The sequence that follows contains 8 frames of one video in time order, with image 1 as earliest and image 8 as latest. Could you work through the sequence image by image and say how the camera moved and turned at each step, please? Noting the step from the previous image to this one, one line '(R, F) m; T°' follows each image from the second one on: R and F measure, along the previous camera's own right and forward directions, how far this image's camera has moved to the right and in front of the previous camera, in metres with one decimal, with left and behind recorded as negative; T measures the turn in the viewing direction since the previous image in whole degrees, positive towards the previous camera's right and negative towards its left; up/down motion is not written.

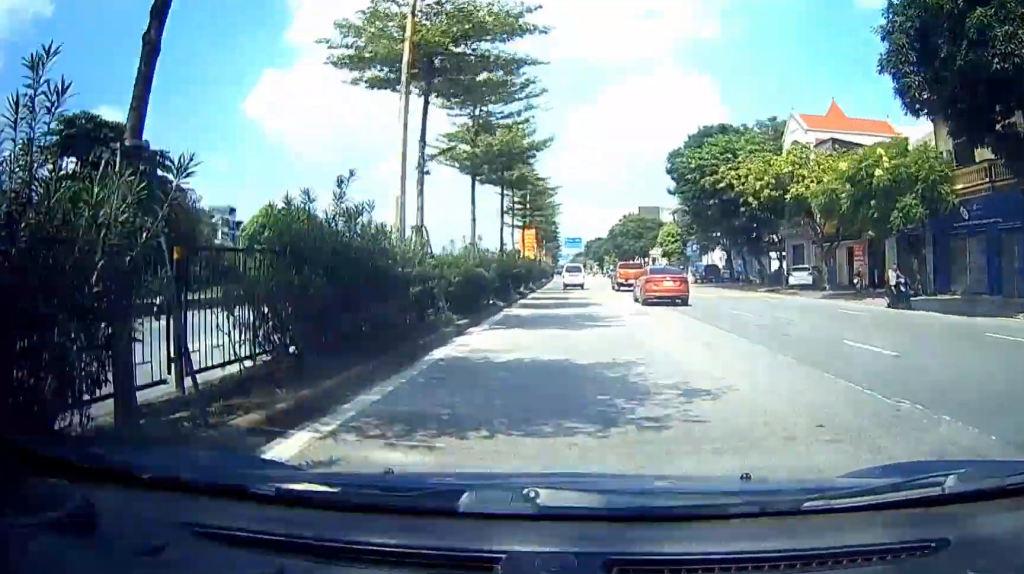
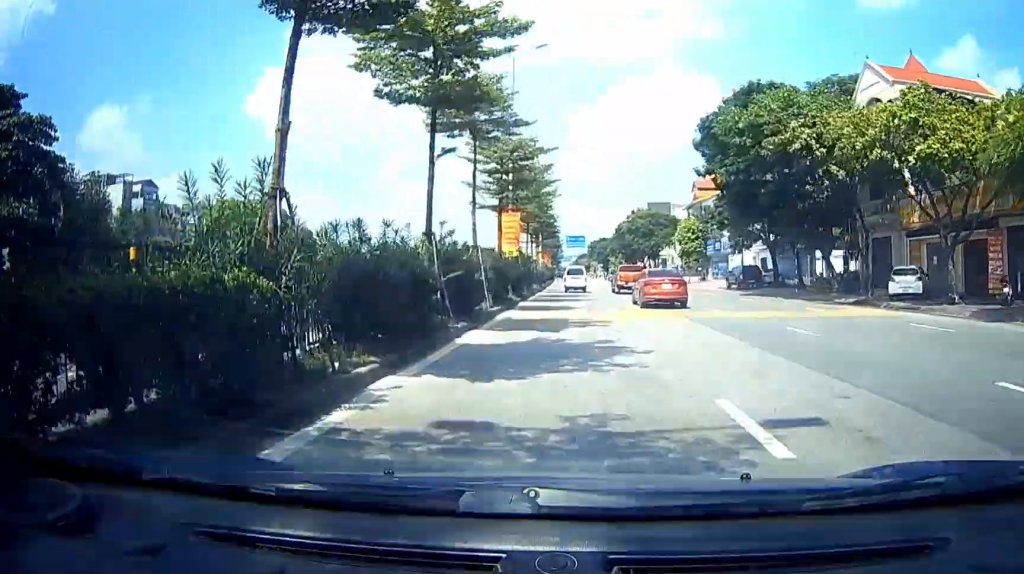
(-0.3, +12.7) m; -2°
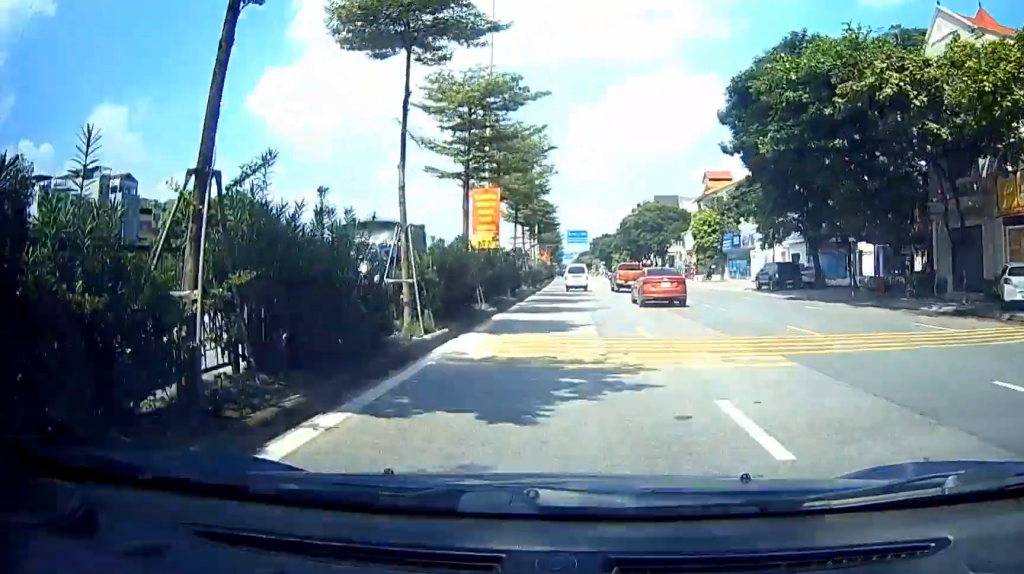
(-0.5, +8.8) m; 0°
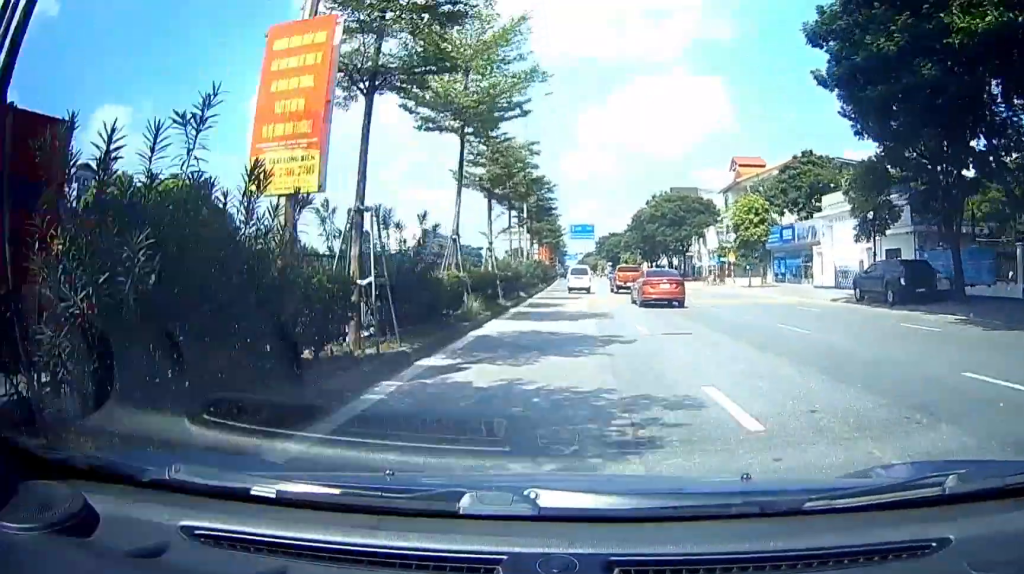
(+0.7, +16.3) m; -1°
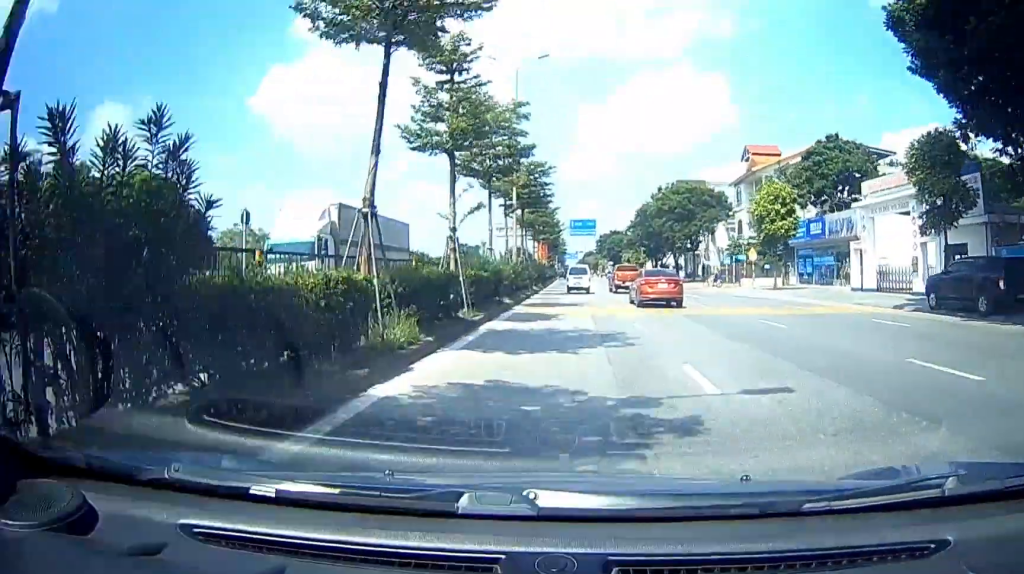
(-0.3, +6.8) m; -2°
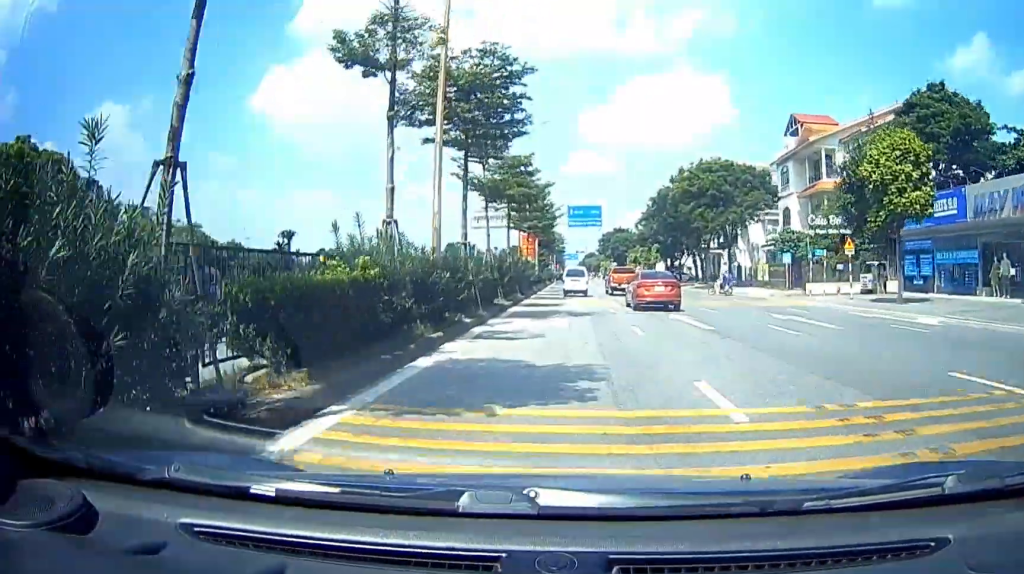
(-0.3, +18.5) m; -1°
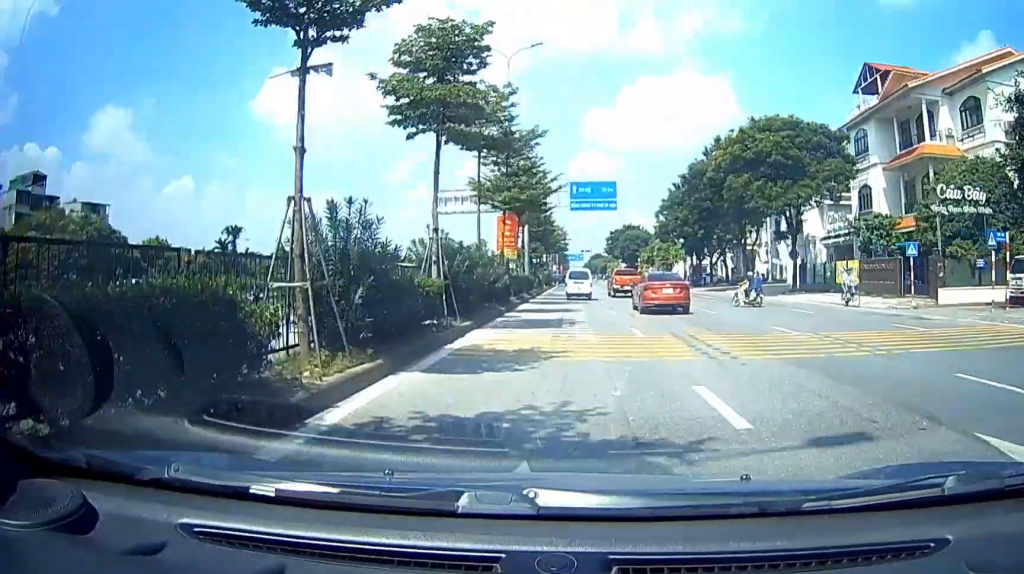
(0.0, +16.5) m; +1°
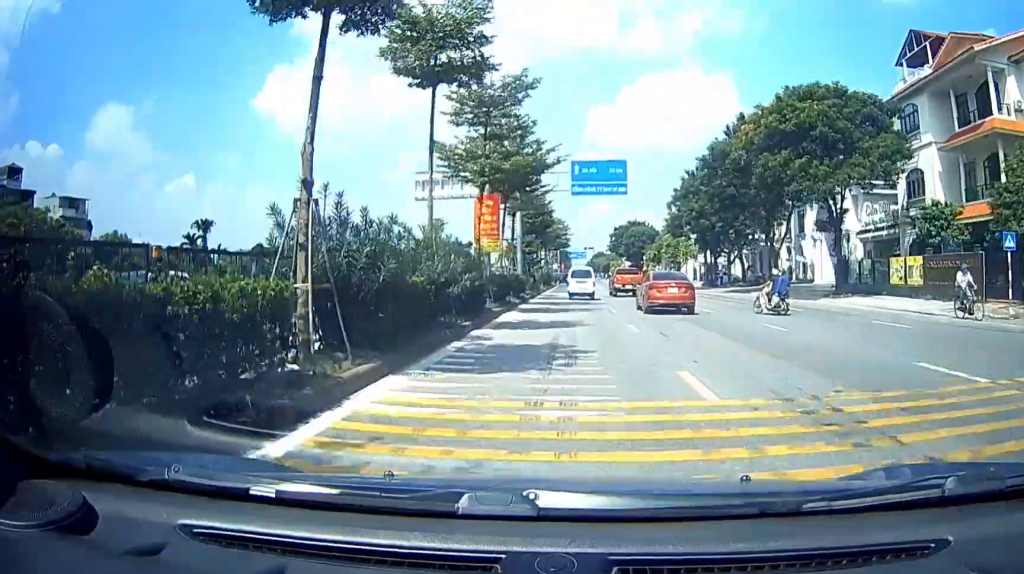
(0.0, +5.9) m; +1°
